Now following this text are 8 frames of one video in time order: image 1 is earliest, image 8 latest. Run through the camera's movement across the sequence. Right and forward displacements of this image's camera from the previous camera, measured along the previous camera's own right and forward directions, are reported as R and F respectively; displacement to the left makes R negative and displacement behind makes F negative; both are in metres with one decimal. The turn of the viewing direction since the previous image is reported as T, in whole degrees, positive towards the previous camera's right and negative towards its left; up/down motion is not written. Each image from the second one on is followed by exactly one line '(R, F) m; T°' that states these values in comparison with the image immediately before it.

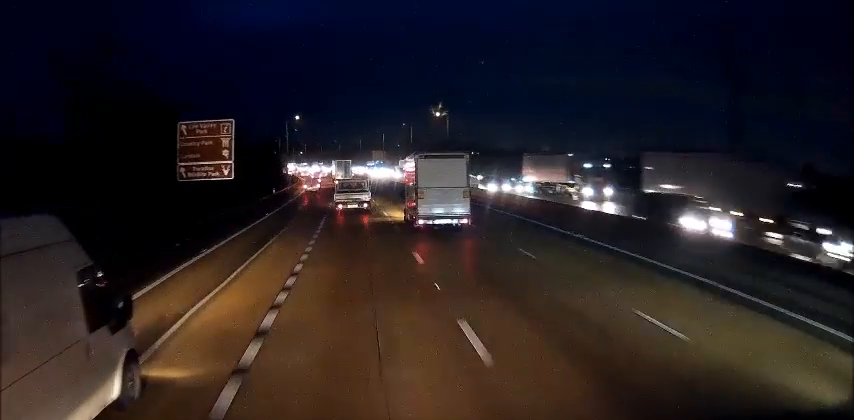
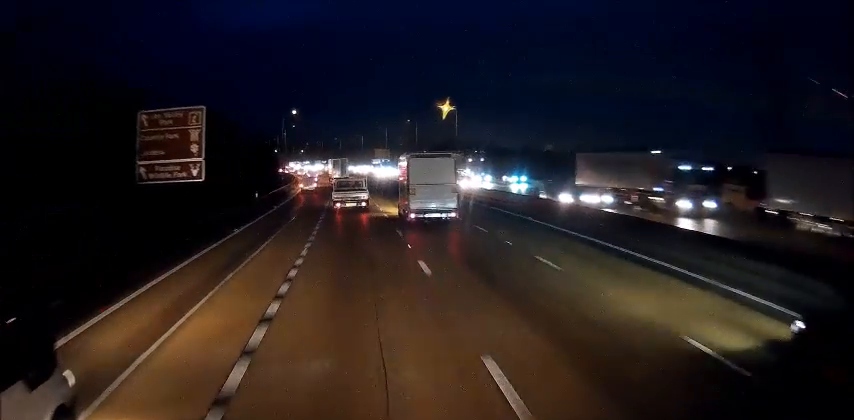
(0.0, +11.2) m; 0°
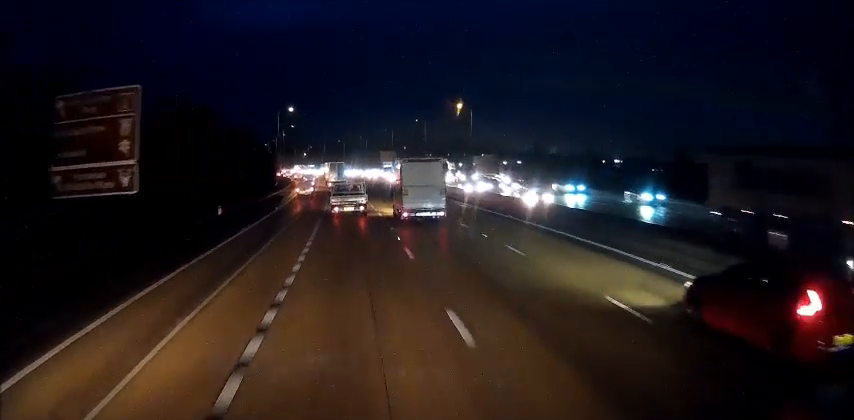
(-0.1, +14.4) m; 0°
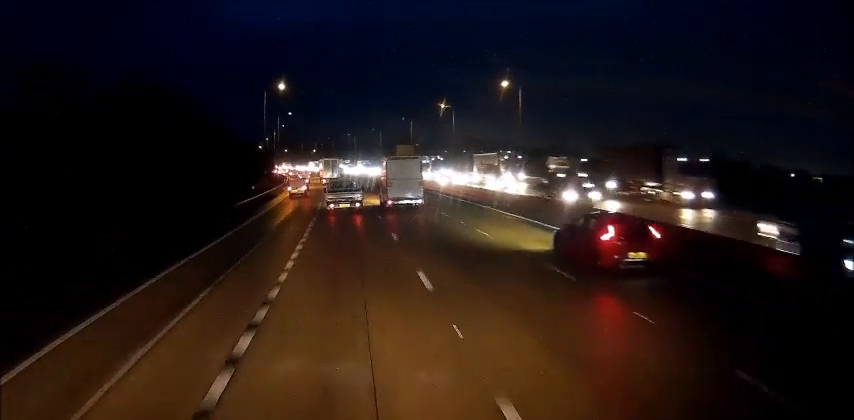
(-0.1, +32.0) m; -1°
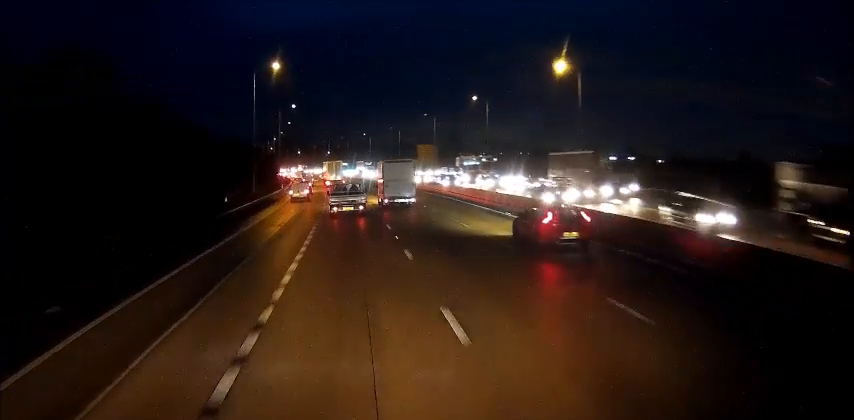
(-0.2, +21.7) m; -2°
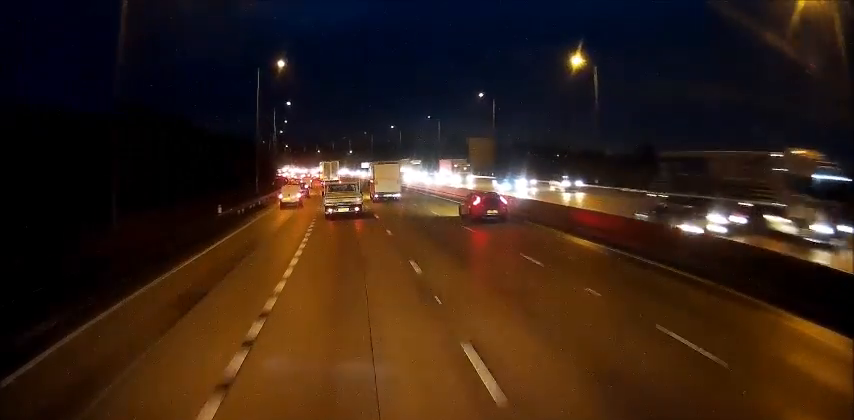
(-1.3, +46.9) m; -3°
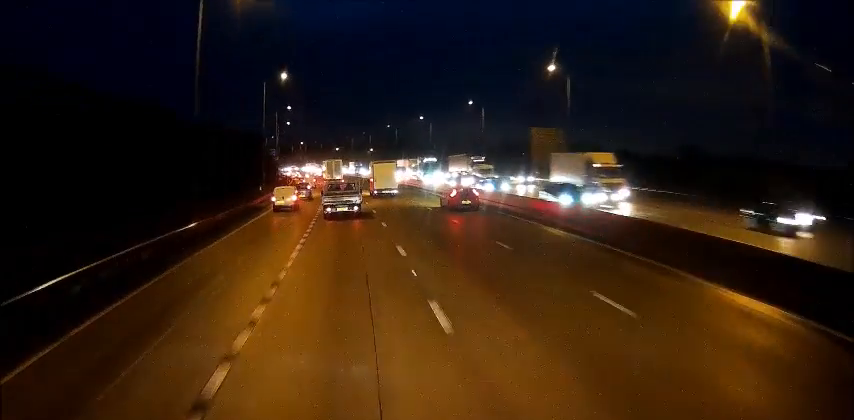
(-0.5, +32.6) m; -2°
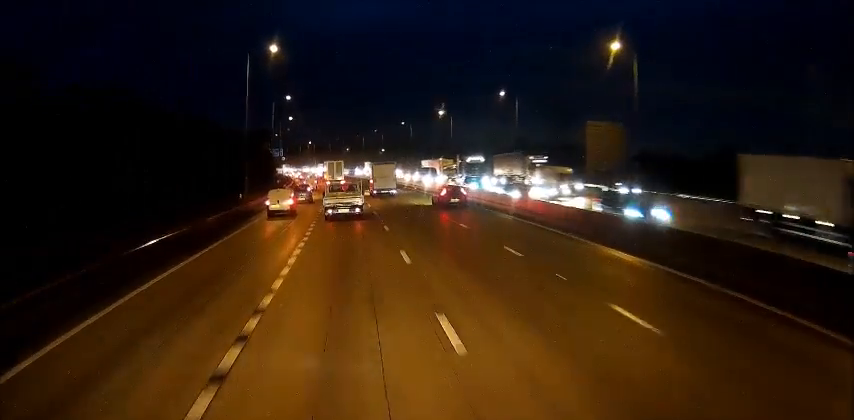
(-0.4, +18.9) m; -1°
